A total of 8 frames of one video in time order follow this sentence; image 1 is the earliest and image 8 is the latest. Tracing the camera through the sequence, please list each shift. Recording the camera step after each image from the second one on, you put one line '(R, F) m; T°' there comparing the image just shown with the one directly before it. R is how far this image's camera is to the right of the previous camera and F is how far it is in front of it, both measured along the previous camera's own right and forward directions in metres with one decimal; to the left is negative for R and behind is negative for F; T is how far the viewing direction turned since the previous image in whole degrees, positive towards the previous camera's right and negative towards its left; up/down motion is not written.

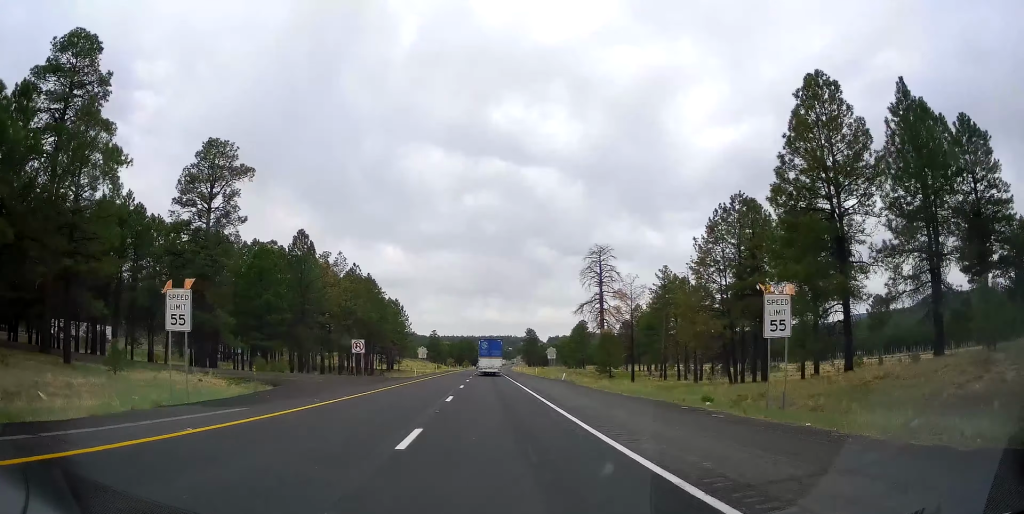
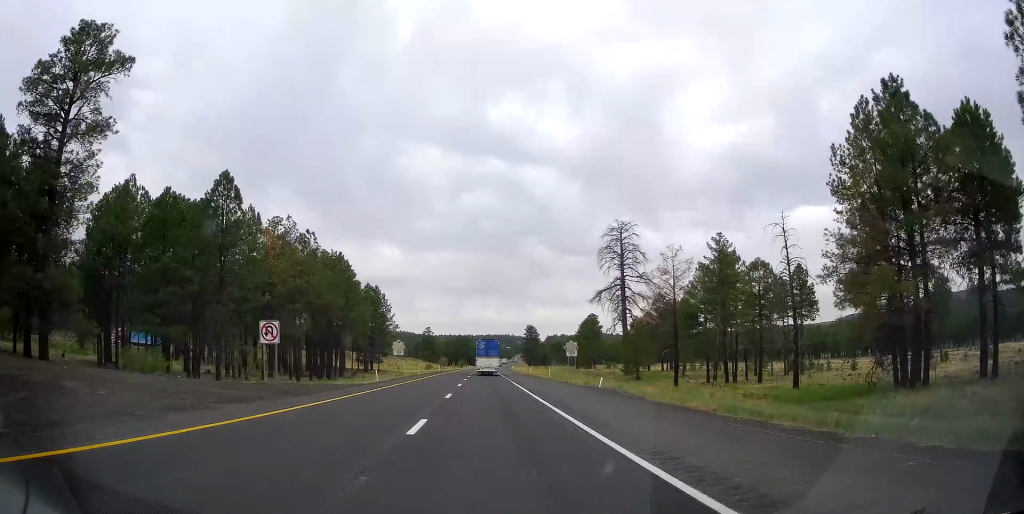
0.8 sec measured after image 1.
(-0.5, +22.7) m; +1°
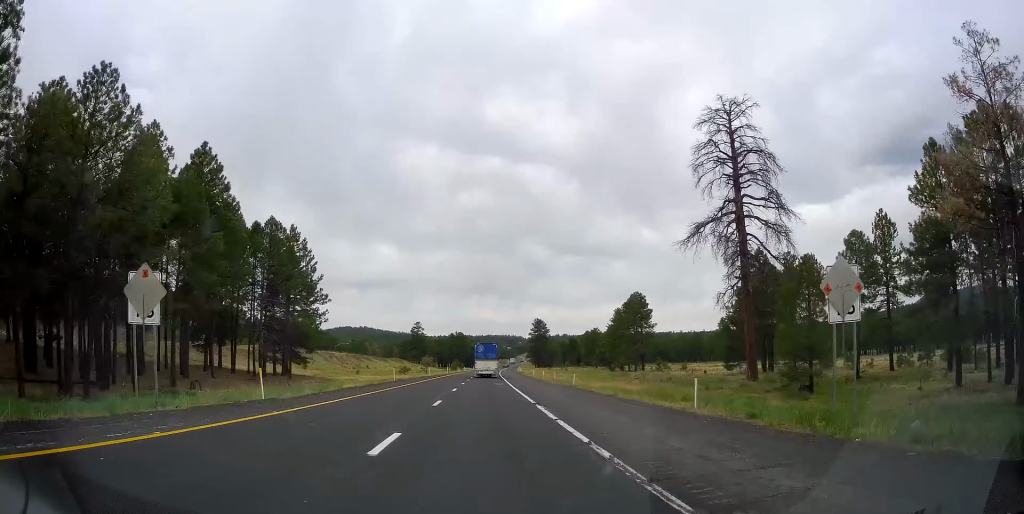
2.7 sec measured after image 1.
(+1.0, +51.2) m; 0°
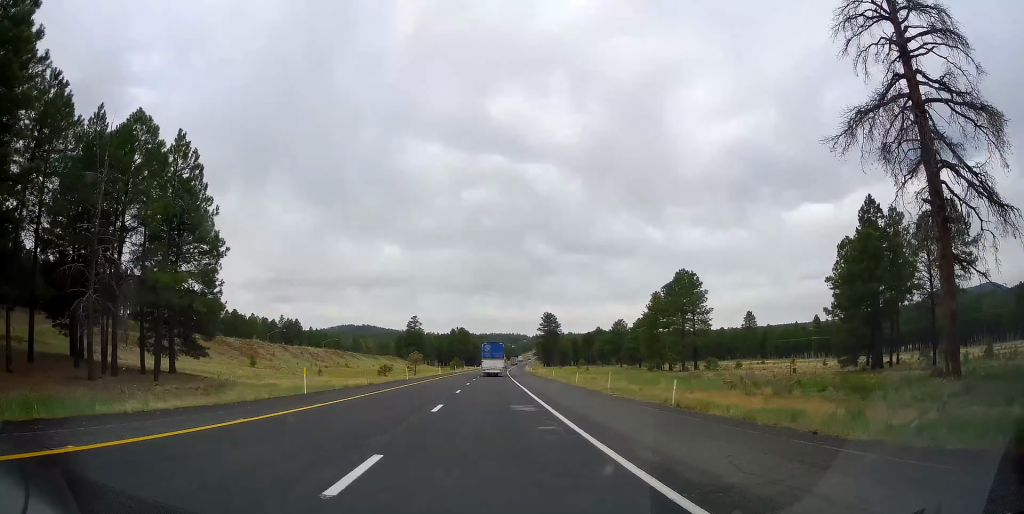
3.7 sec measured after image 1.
(-0.1, +26.6) m; 0°
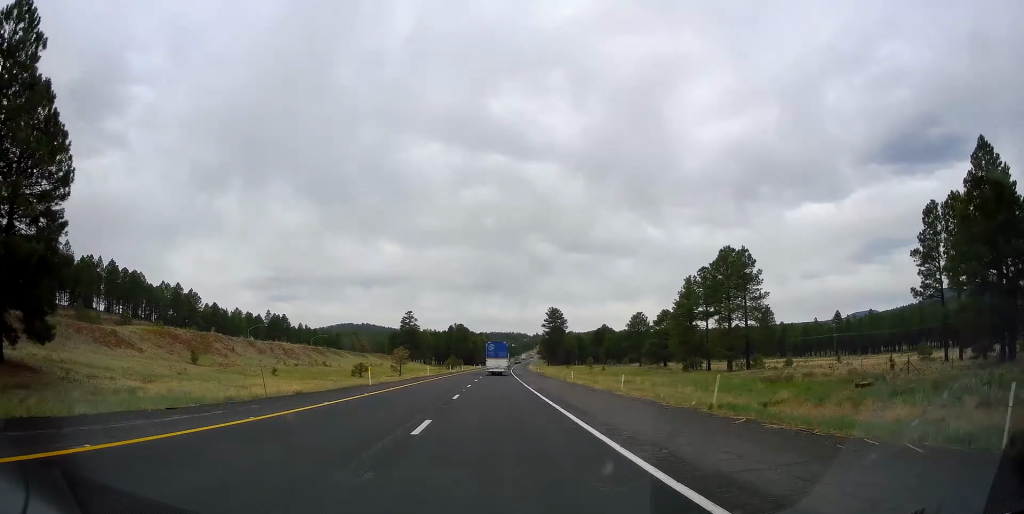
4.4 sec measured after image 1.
(0.0, +17.5) m; 0°
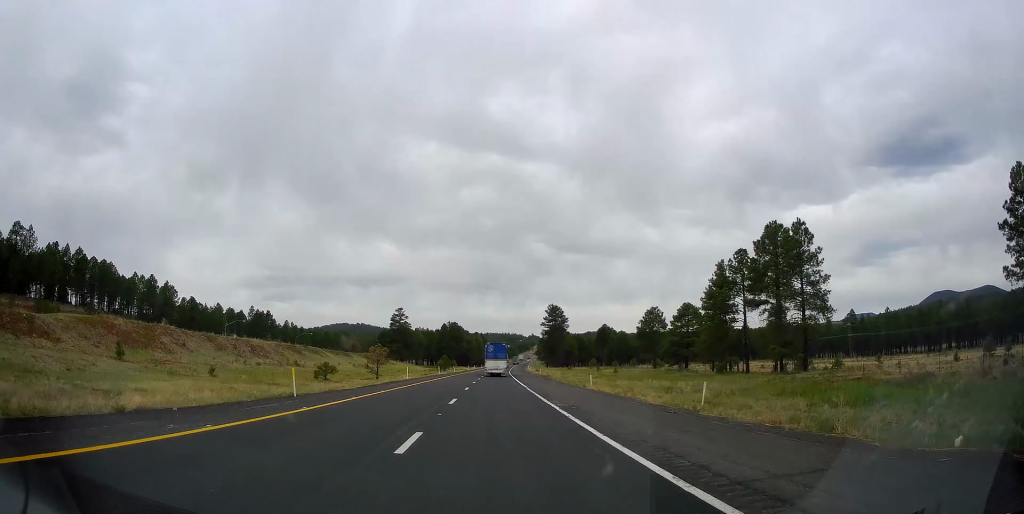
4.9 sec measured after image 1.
(-0.1, +13.9) m; 0°
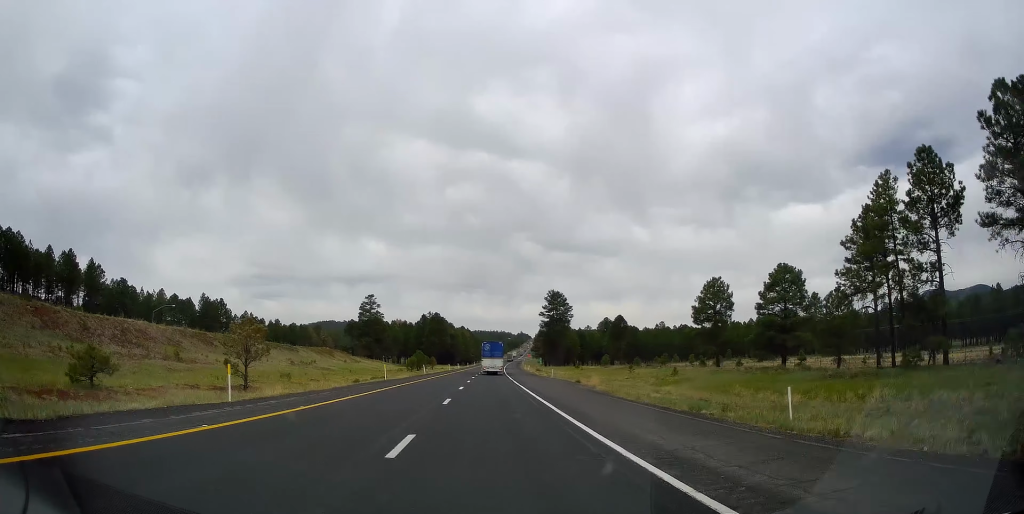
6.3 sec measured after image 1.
(+0.5, +33.6) m; 0°
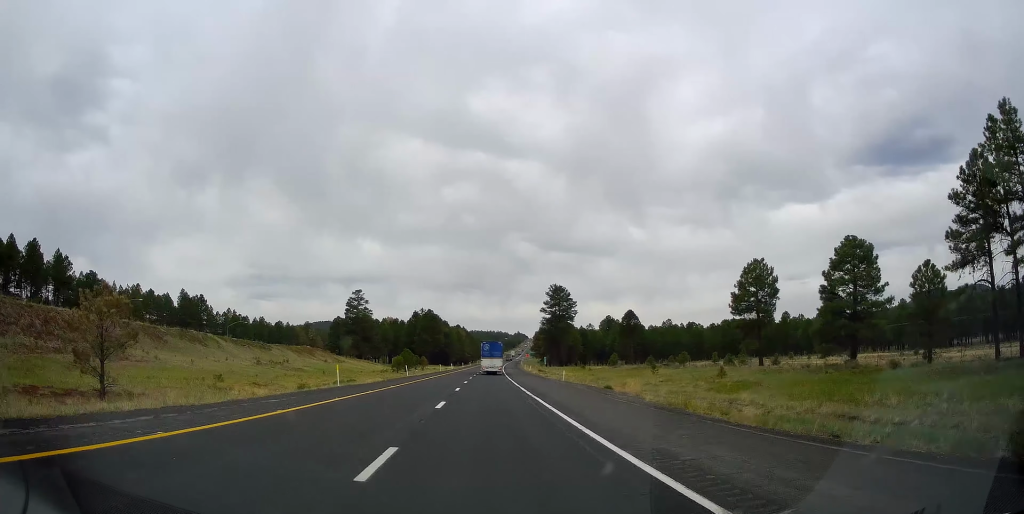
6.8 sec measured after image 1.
(-0.1, +12.3) m; 0°
